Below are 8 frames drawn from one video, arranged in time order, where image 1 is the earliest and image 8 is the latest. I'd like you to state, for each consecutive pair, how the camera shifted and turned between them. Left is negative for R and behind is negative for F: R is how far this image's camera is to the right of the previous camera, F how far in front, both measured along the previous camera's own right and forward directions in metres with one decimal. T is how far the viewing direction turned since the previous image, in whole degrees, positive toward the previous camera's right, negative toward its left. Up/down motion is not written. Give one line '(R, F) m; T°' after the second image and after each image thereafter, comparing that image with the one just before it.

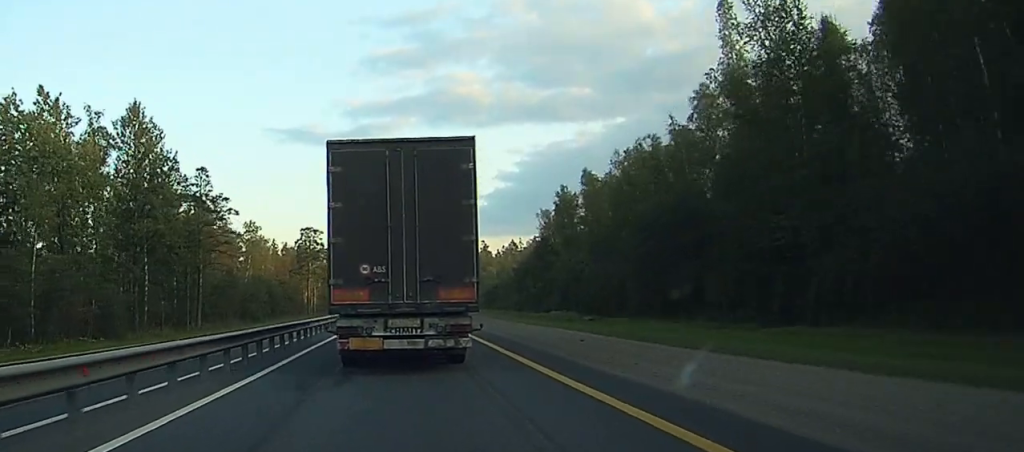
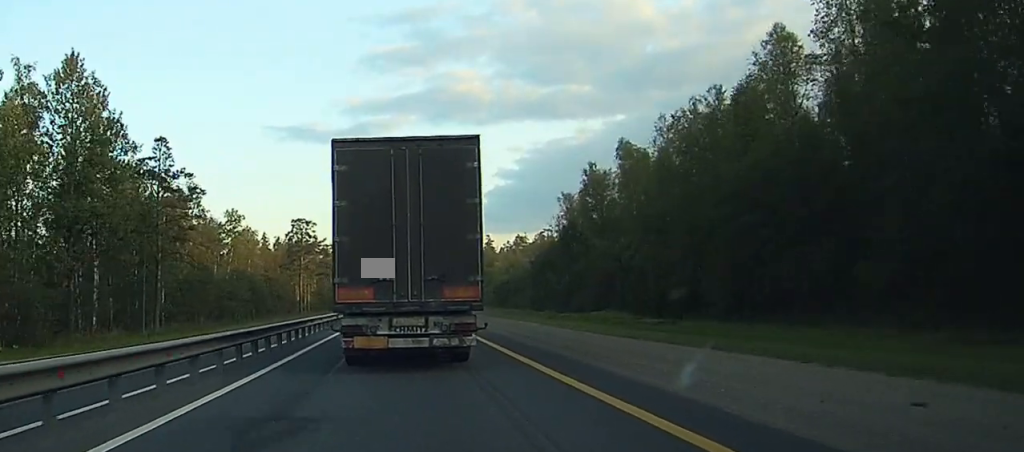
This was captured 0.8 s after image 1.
(0.0, +15.9) m; 0°
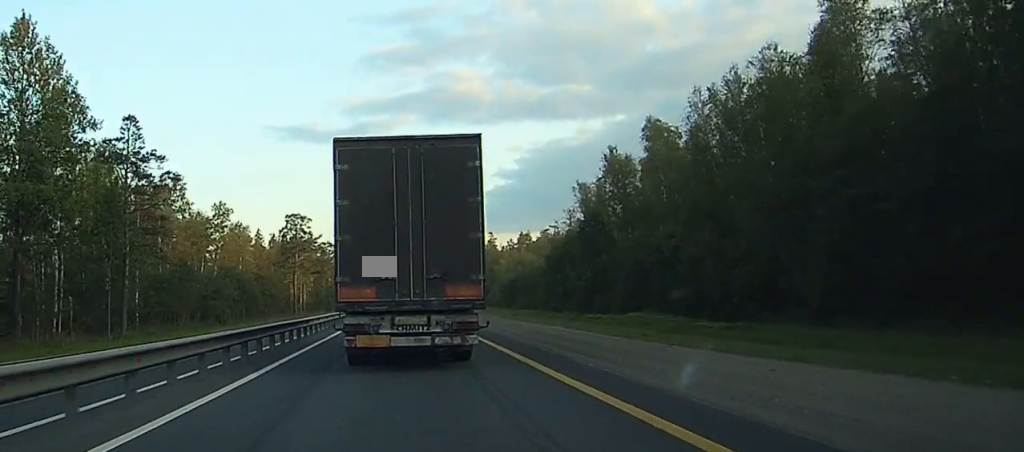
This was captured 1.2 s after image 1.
(0.0, +9.1) m; 0°
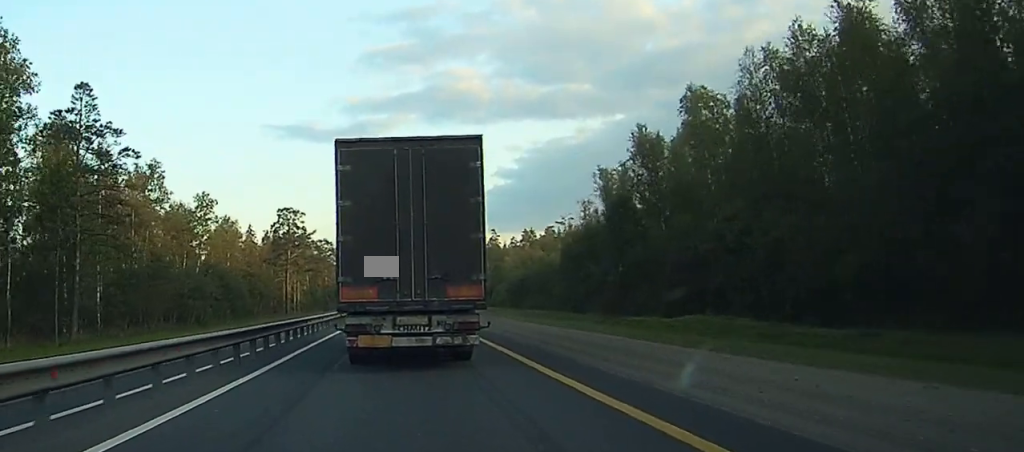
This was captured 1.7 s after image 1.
(0.0, +10.5) m; 0°
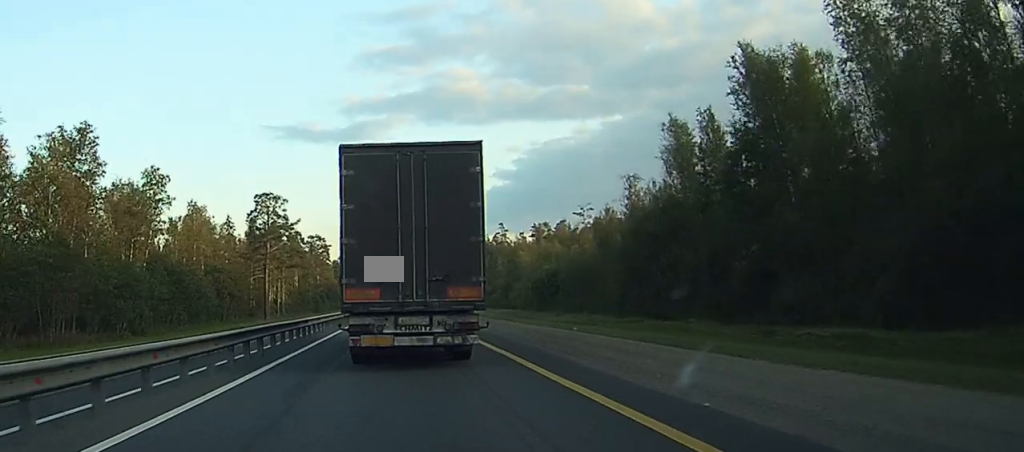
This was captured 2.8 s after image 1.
(+0.2, +27.1) m; 0°
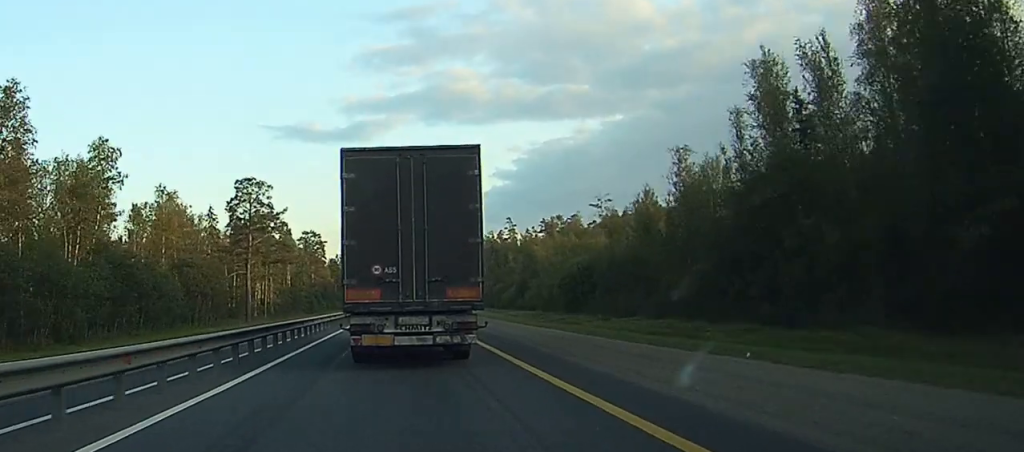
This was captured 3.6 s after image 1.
(0.0, +21.5) m; 0°
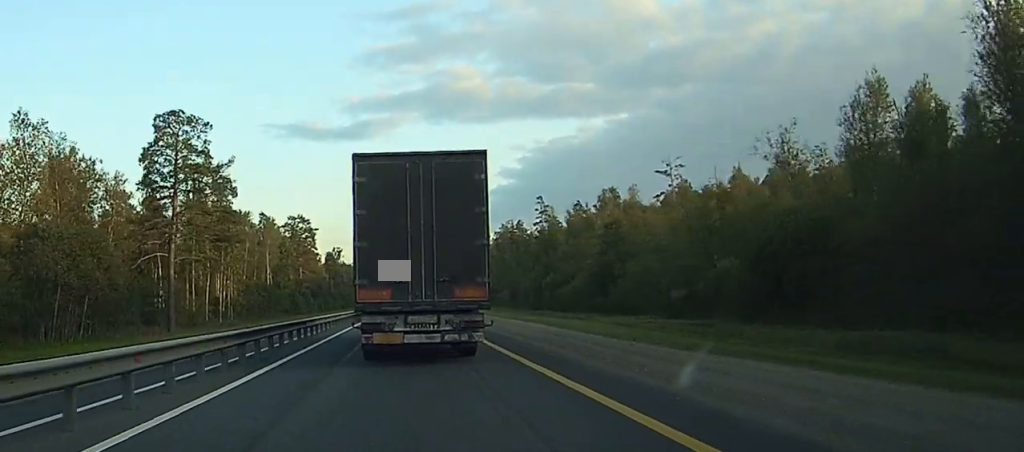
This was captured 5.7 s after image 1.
(-0.1, +51.6) m; 0°
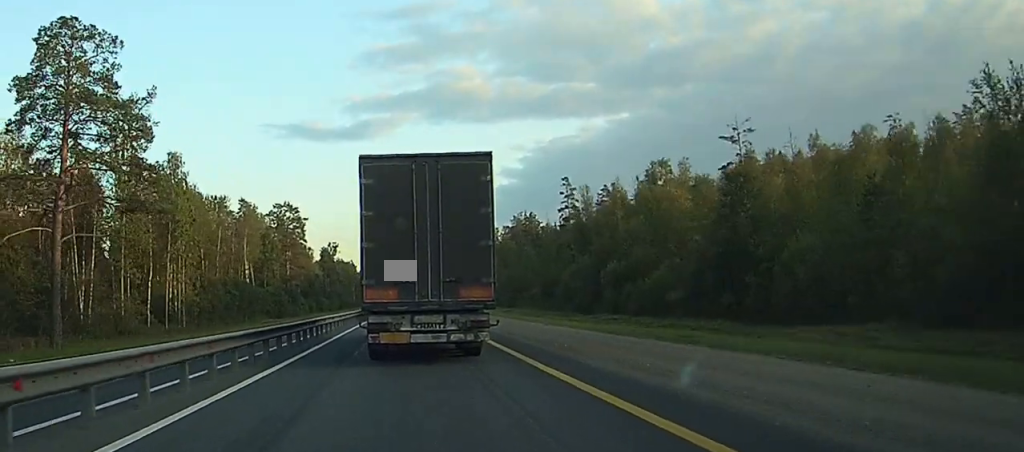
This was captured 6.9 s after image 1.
(0.0, +29.7) m; 0°
